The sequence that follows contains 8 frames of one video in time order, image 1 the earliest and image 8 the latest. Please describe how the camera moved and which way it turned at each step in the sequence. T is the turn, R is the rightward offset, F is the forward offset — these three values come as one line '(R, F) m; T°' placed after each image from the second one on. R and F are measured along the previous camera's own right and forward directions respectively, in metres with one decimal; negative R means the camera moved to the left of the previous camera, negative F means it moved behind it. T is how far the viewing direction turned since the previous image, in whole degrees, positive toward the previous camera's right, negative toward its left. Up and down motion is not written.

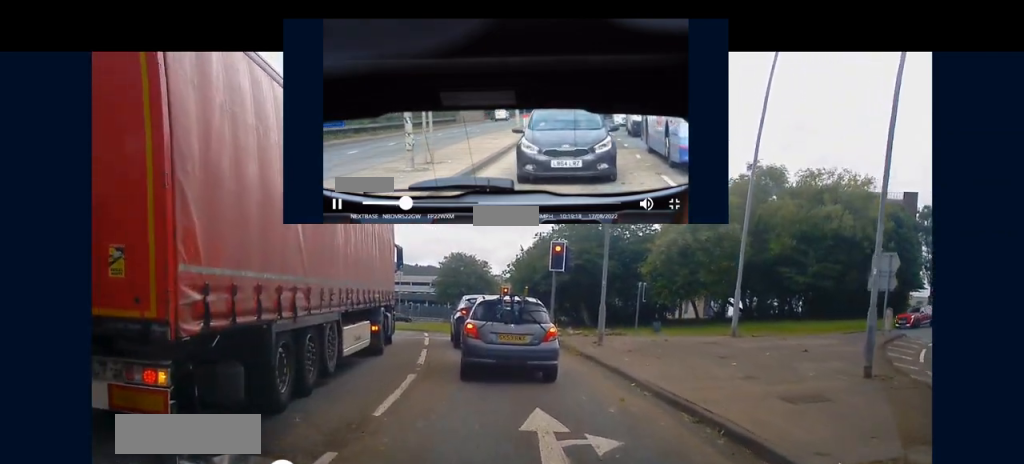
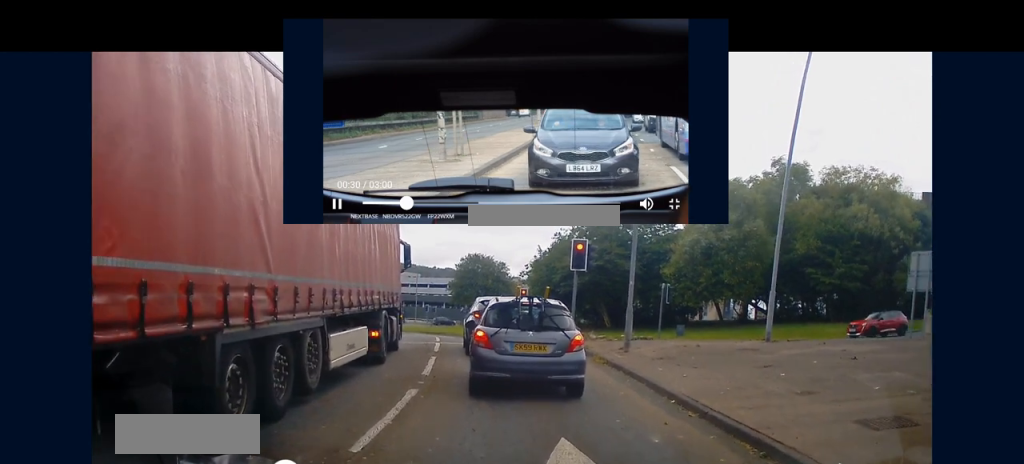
(-0.1, +1.8) m; 0°
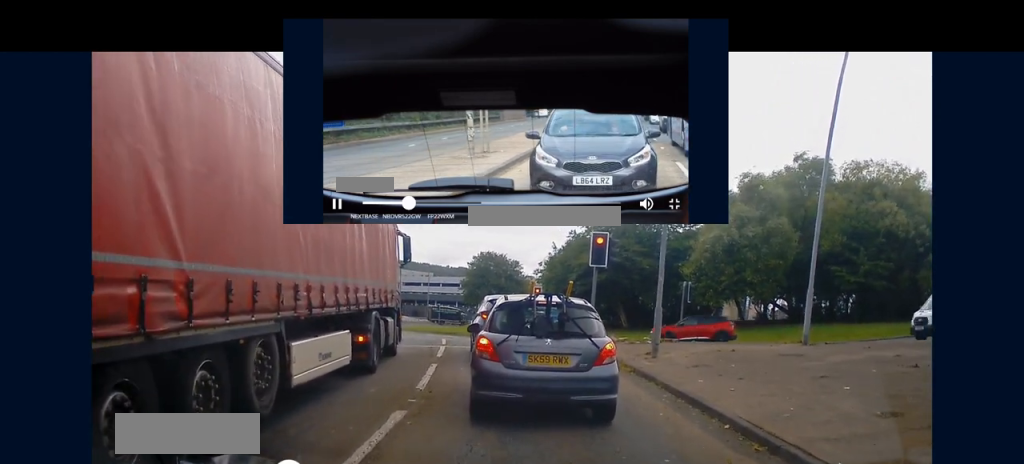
(+0.1, +1.9) m; +4°
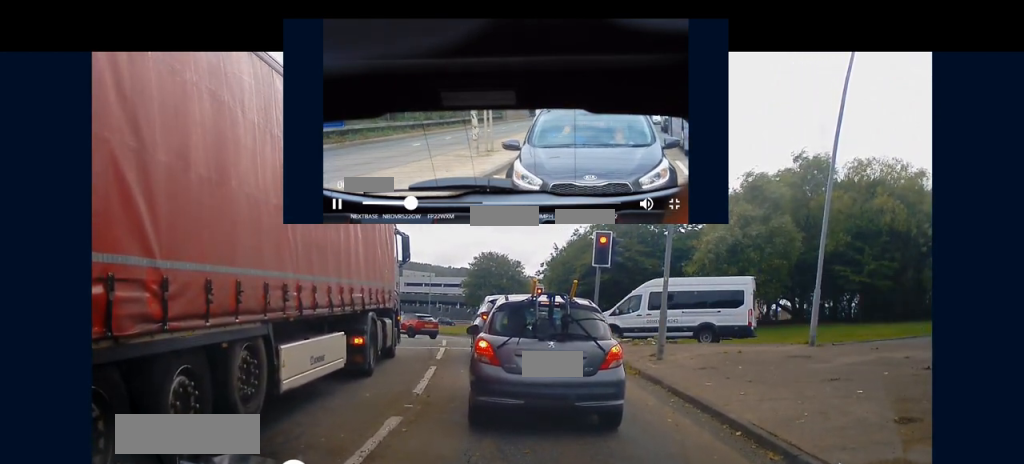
(0.0, +0.9) m; 0°
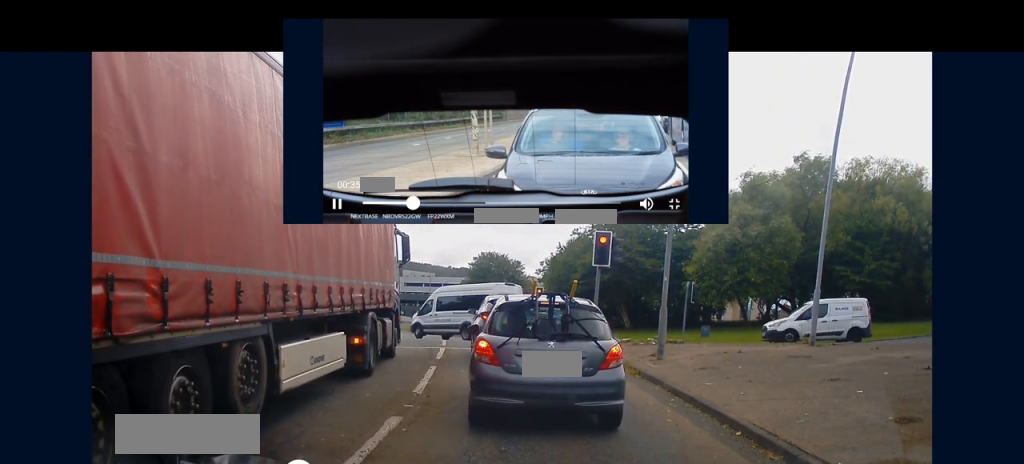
(0.0, 0.0) m; 0°
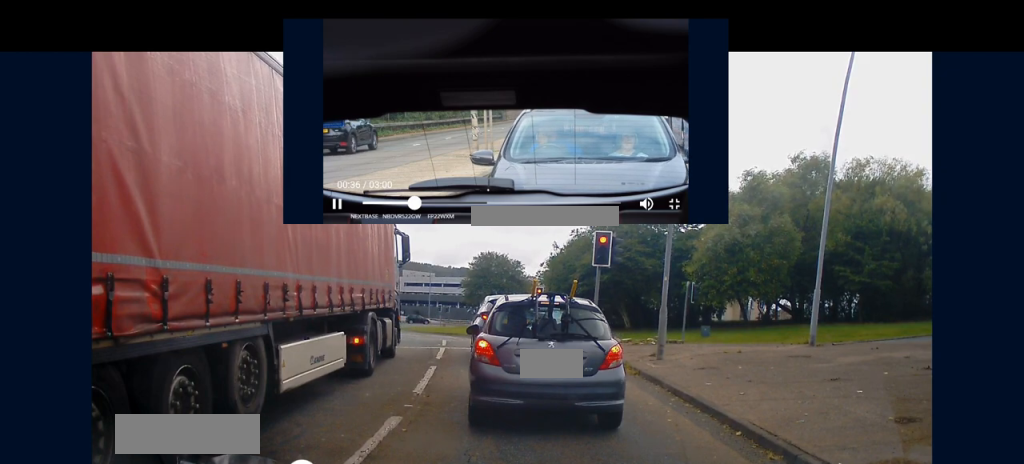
(0.0, 0.0) m; 0°
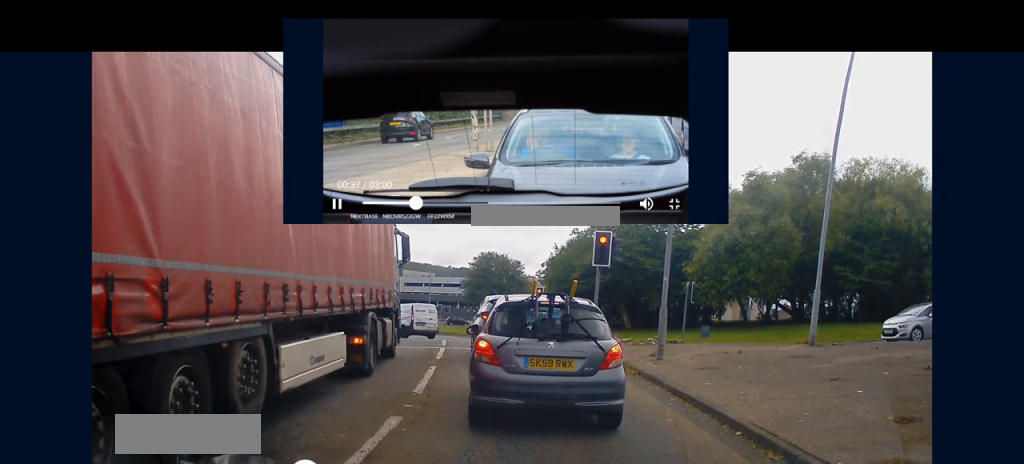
(0.0, 0.0) m; 0°
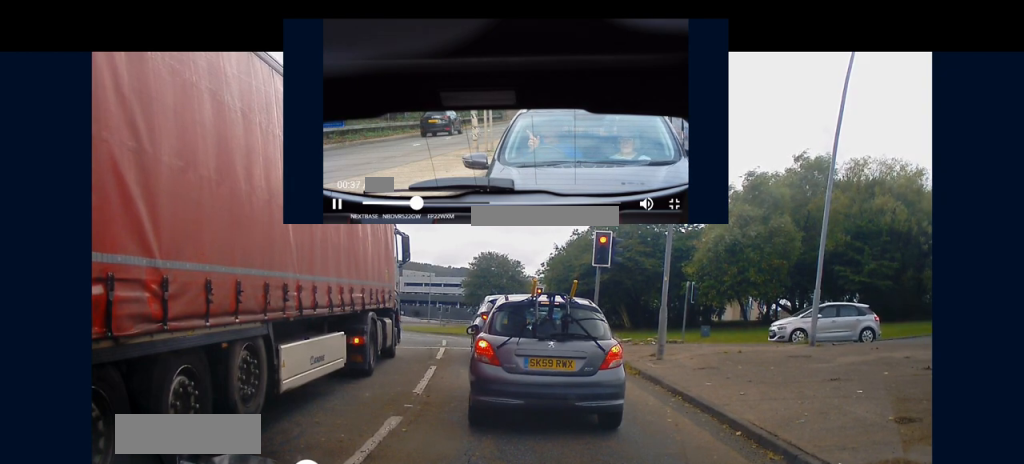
(0.0, 0.0) m; 0°
